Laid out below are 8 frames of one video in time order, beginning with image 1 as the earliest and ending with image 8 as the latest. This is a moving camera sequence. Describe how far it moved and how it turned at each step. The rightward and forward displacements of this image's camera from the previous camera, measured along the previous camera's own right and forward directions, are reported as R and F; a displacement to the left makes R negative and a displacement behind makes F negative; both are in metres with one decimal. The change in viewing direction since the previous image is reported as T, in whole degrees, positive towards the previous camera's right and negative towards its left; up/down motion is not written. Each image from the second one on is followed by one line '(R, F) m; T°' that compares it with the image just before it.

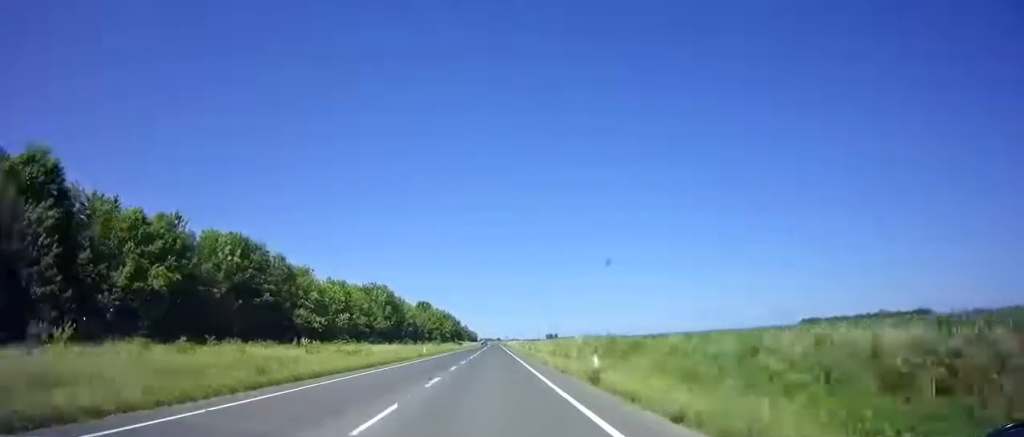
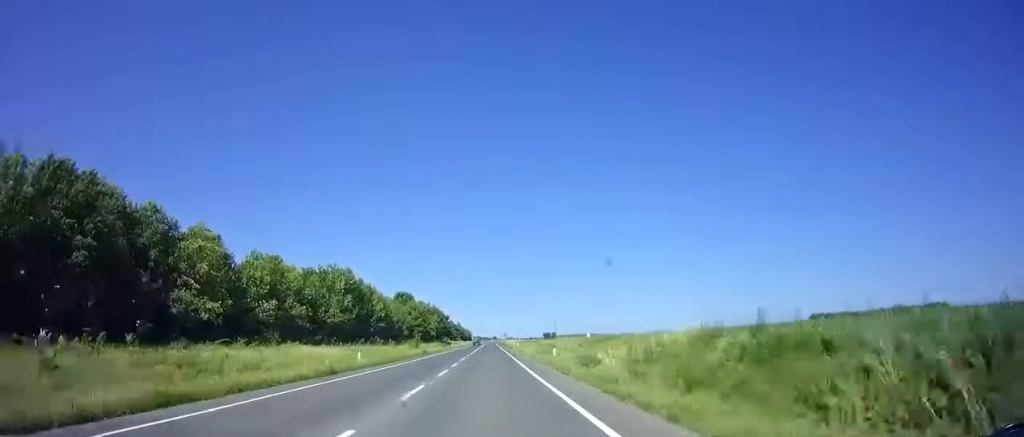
(-0.3, +24.8) m; +1°
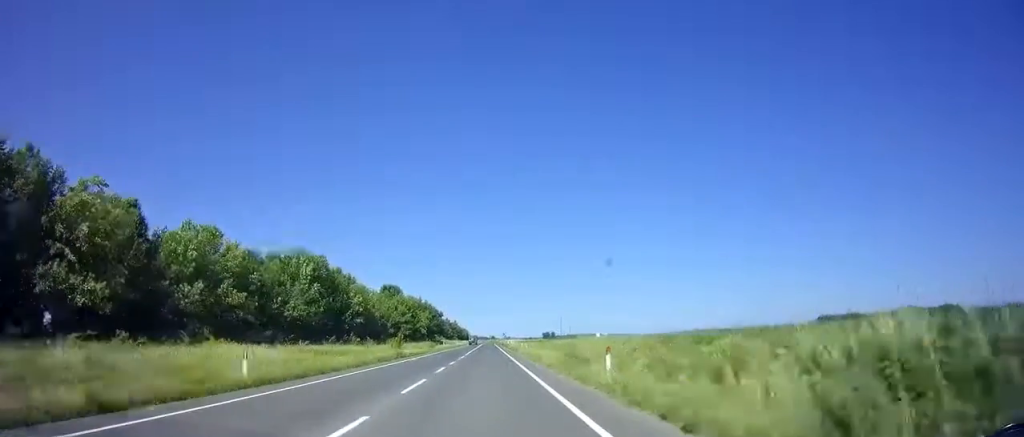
(+0.2, +14.5) m; +1°
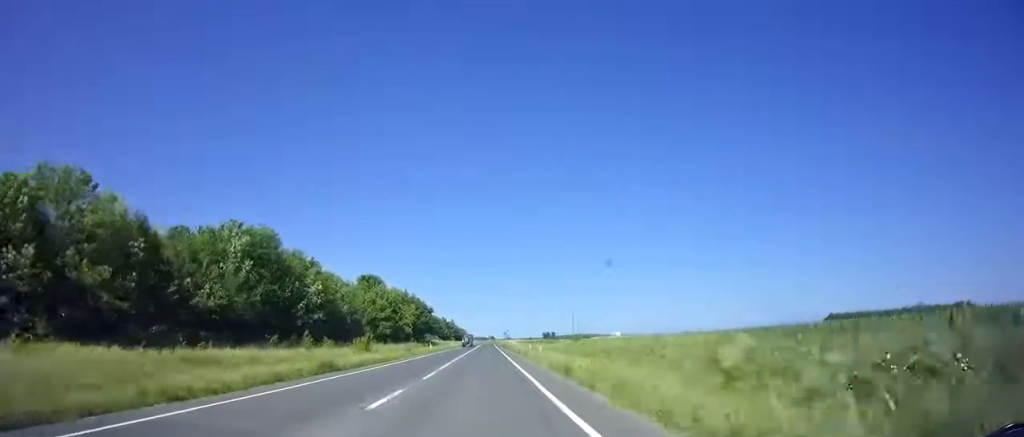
(+0.5, +17.1) m; +1°
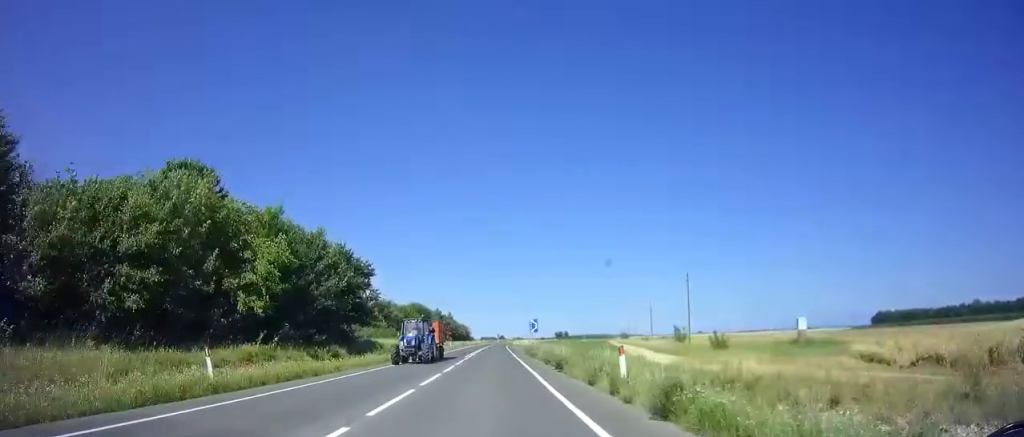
(-1.9, +56.8) m; -2°
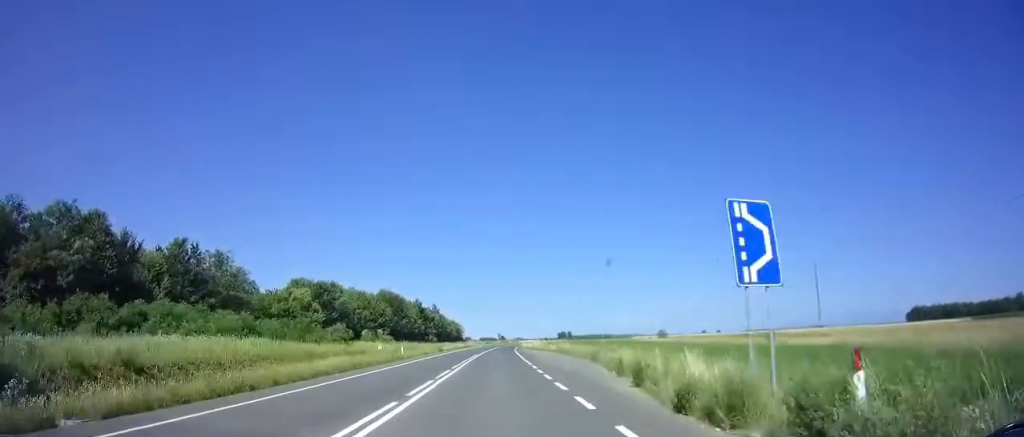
(+0.5, +44.8) m; +1°
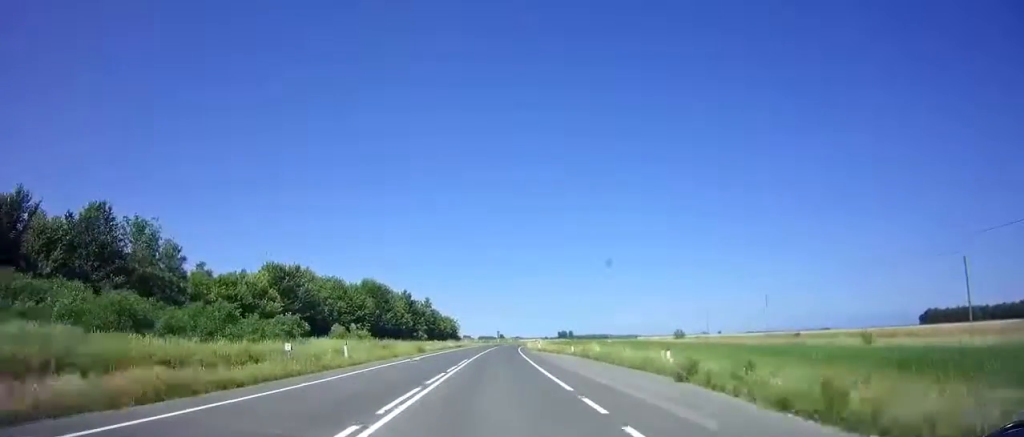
(0.0, +15.2) m; 0°
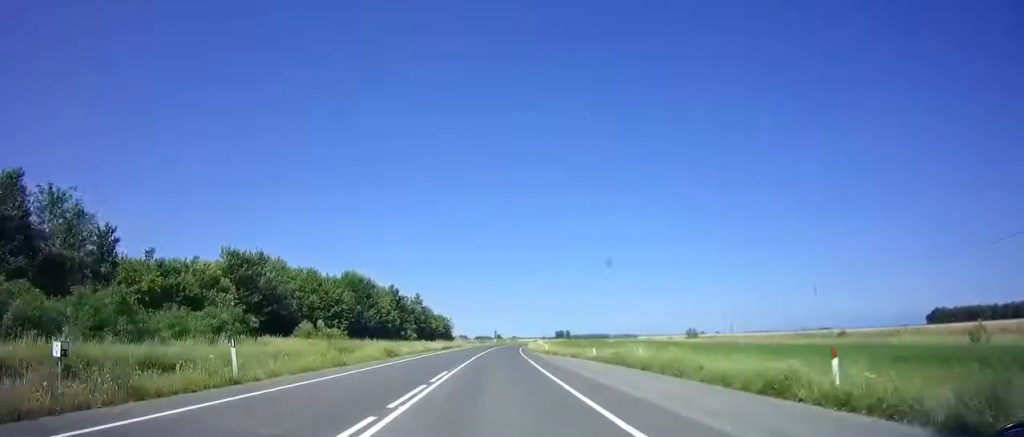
(0.0, +11.8) m; 0°
